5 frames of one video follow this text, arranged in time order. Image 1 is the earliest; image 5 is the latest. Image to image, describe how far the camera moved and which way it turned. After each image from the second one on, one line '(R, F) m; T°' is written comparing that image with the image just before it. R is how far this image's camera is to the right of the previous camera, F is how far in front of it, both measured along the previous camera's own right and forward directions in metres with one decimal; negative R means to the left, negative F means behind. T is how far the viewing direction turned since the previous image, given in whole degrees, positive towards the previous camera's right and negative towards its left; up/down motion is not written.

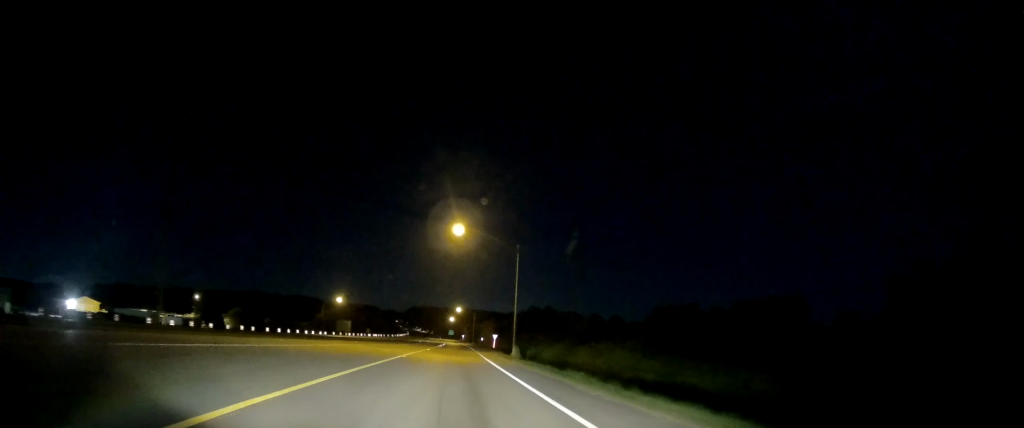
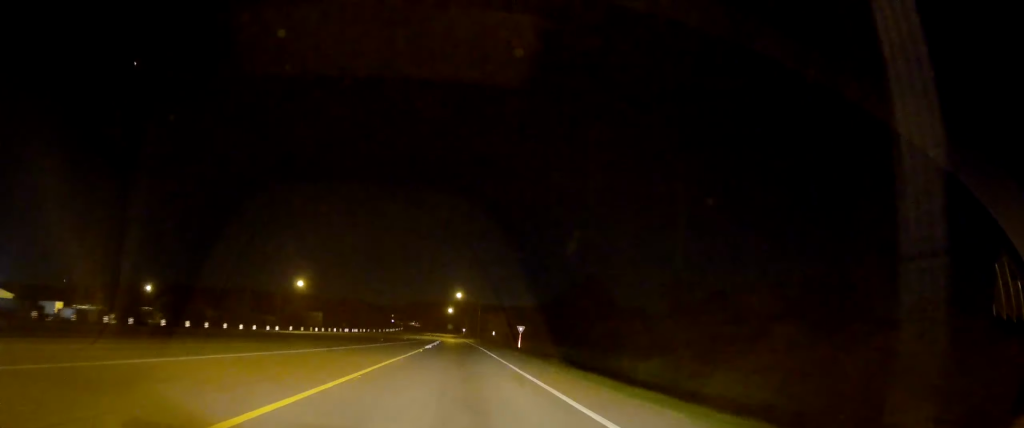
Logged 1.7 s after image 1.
(0.0, +42.4) m; 0°
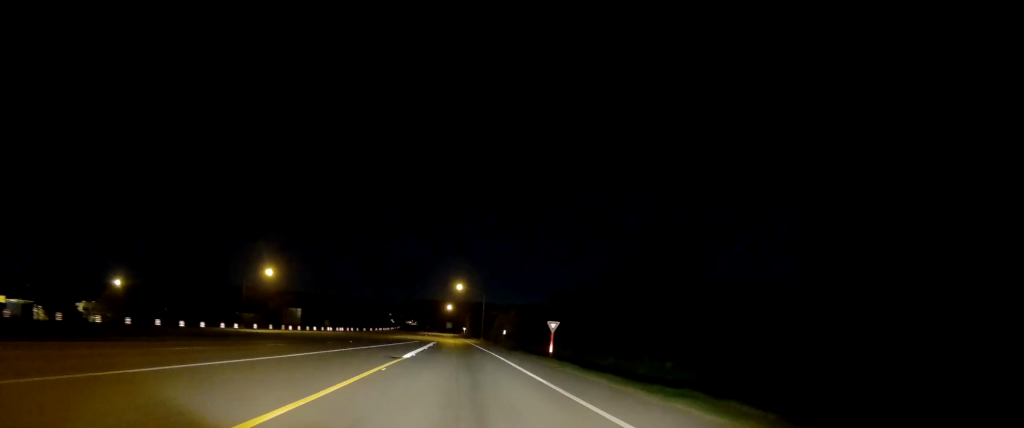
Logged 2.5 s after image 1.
(-0.3, +21.9) m; +1°
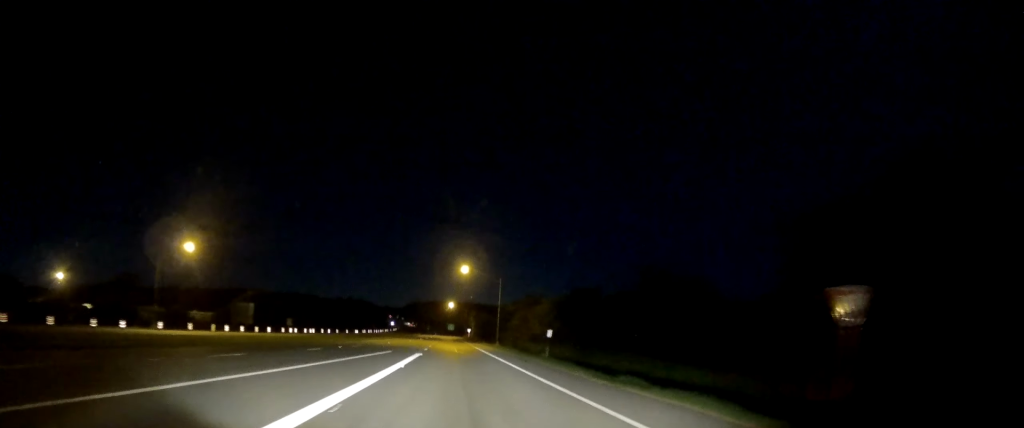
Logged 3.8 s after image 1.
(+1.0, +34.3) m; +1°
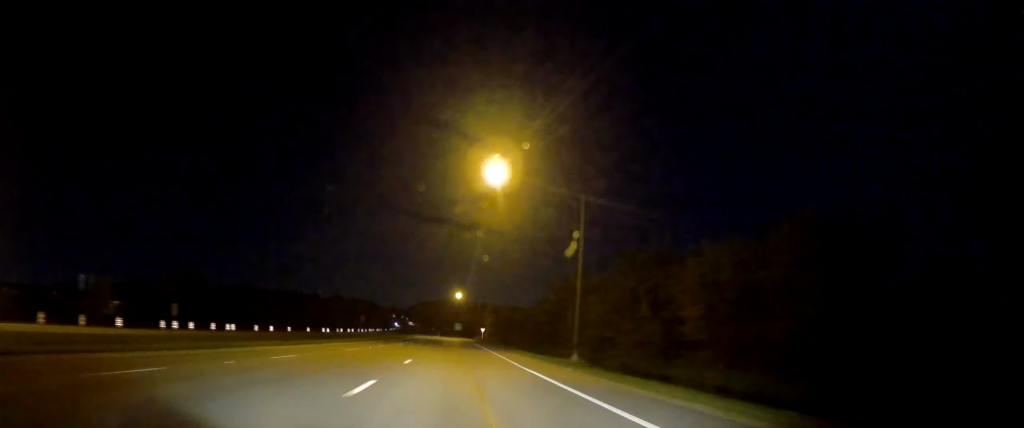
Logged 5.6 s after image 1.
(-1.2, +47.4) m; -2°
